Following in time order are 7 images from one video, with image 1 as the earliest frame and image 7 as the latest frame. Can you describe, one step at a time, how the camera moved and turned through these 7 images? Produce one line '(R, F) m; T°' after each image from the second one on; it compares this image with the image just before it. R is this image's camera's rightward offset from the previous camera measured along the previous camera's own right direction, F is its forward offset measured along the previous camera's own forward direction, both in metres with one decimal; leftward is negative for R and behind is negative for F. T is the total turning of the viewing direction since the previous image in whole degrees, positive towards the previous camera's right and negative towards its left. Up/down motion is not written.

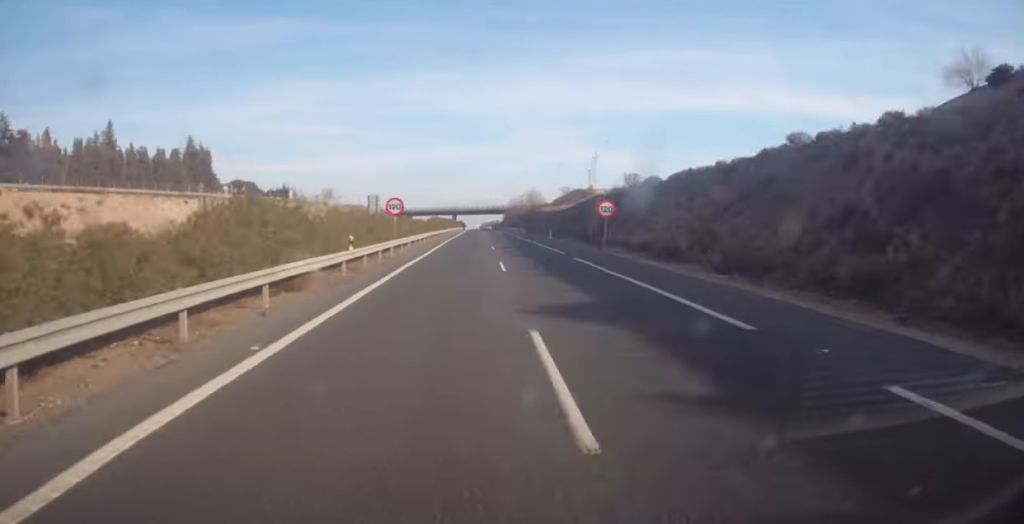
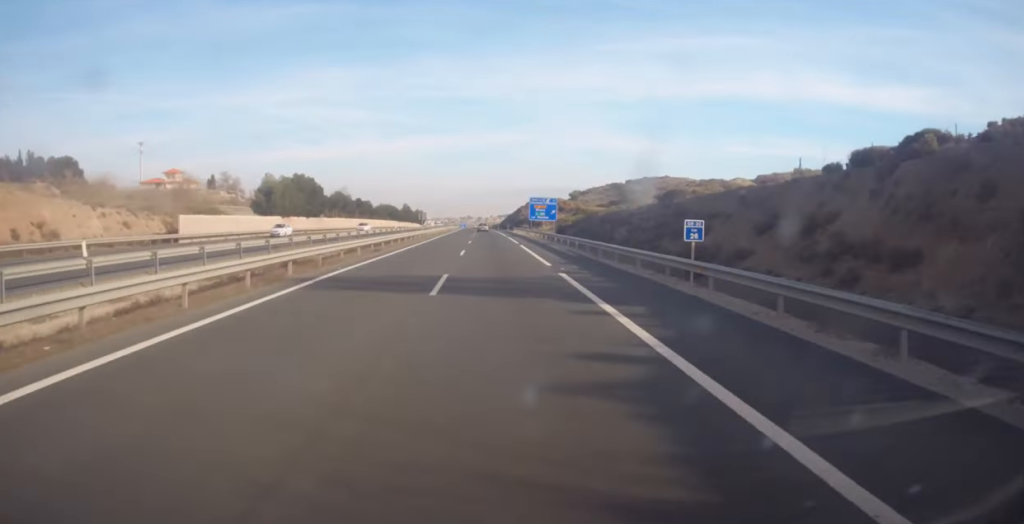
(-5.0, +352.1) m; -3°
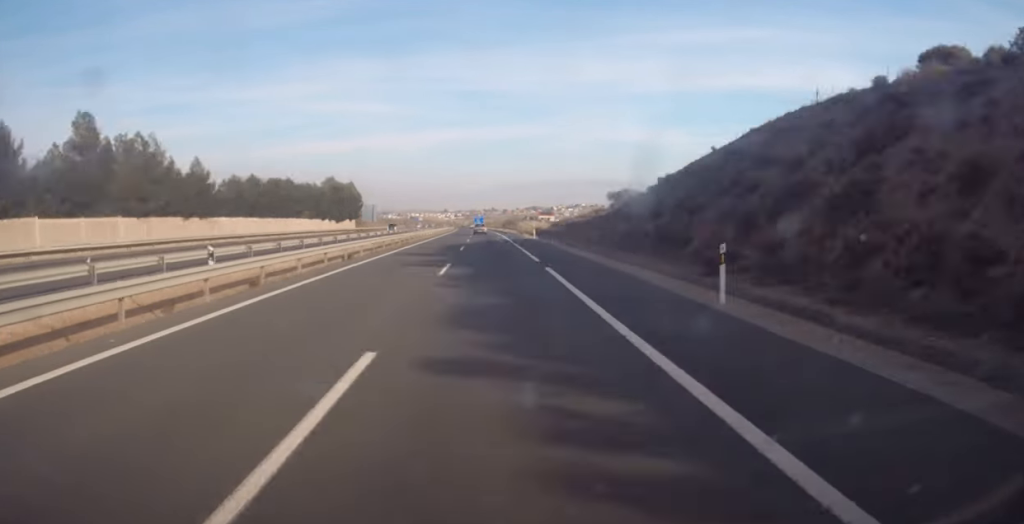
(-4.0, +221.5) m; -3°
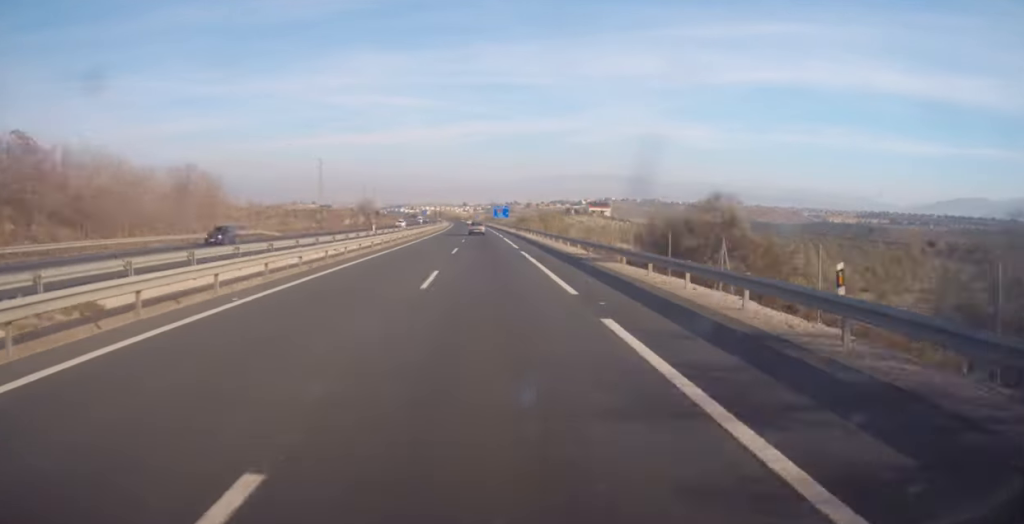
(-4.3, +154.8) m; -2°
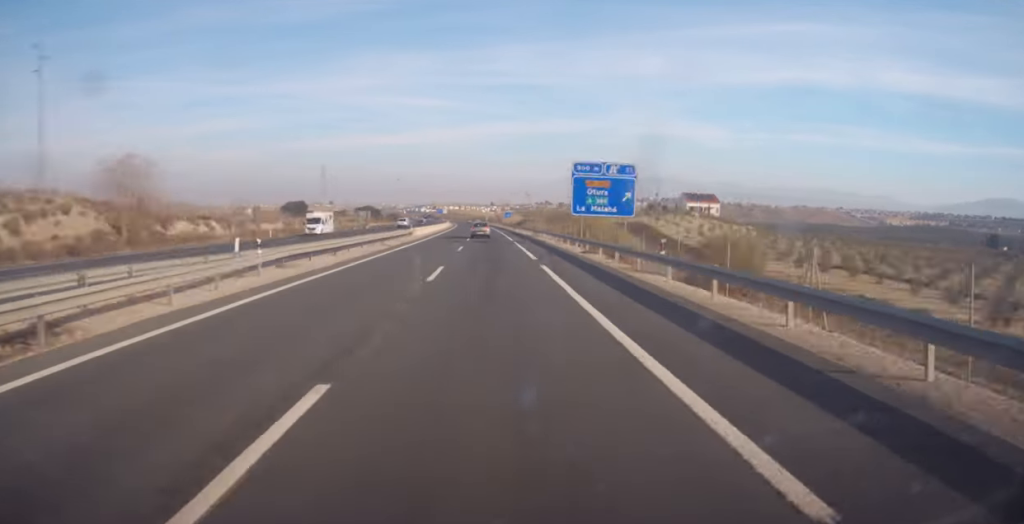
(-0.9, +137.7) m; -2°
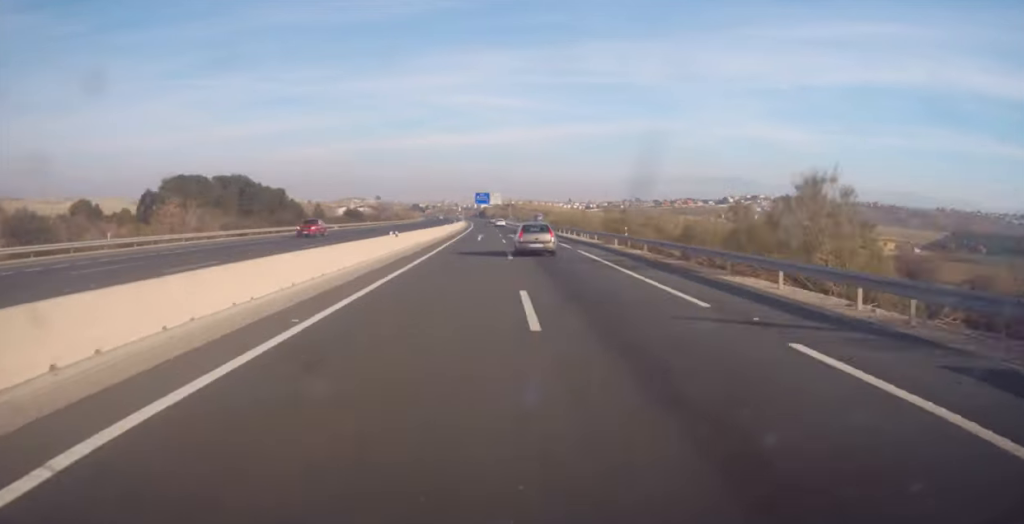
(-17.2, +328.9) m; -5°
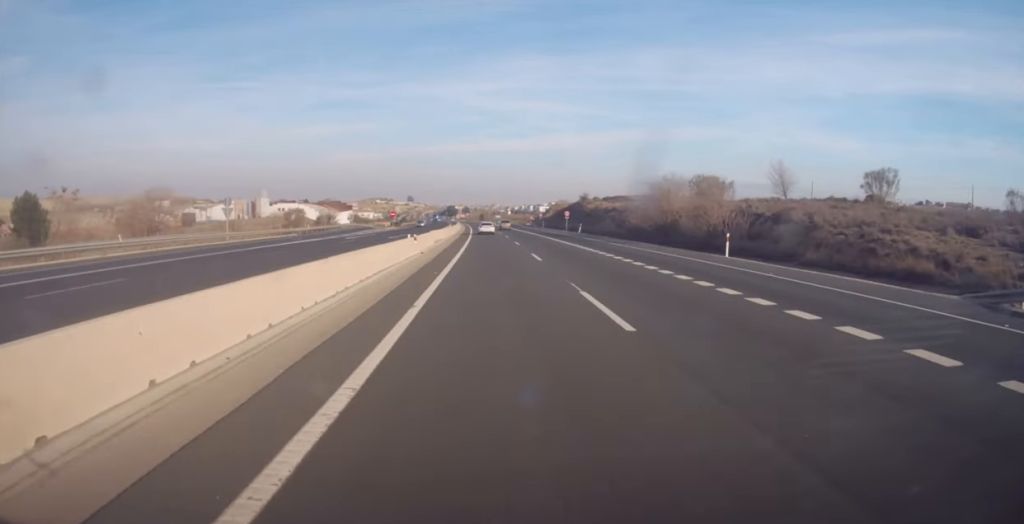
(-13.8, +323.1) m; -5°
